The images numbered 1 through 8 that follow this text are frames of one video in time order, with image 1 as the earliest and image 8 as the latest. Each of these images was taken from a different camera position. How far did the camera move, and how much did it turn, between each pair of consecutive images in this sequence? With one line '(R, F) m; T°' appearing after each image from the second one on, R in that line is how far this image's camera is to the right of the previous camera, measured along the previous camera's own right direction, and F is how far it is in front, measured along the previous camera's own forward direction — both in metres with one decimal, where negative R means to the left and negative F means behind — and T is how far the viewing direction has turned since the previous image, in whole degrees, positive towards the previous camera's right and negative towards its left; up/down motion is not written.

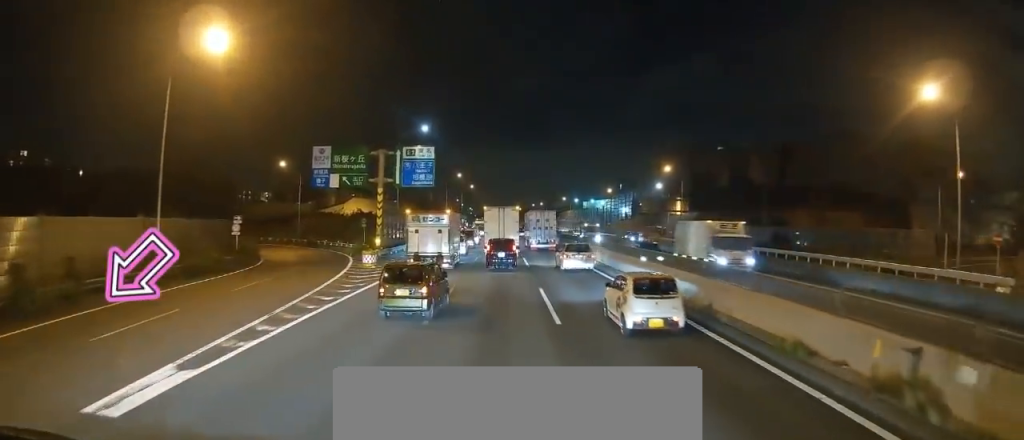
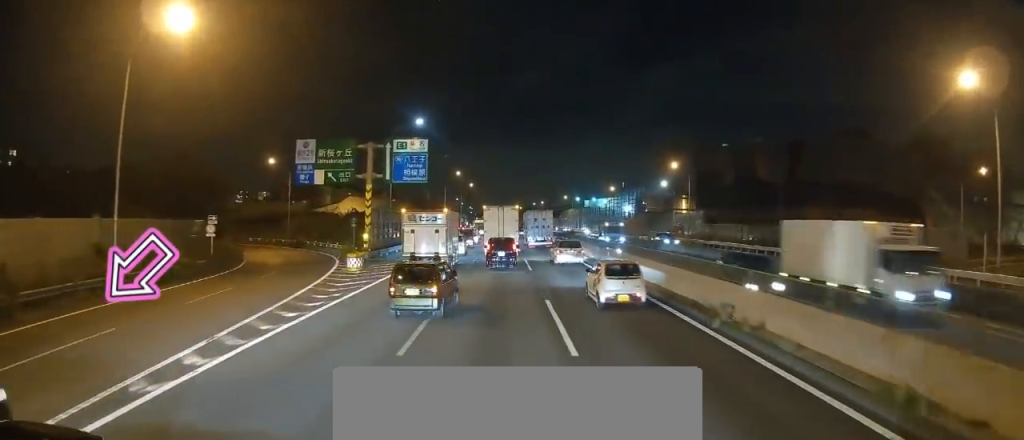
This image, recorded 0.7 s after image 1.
(-0.1, +3.9) m; 0°
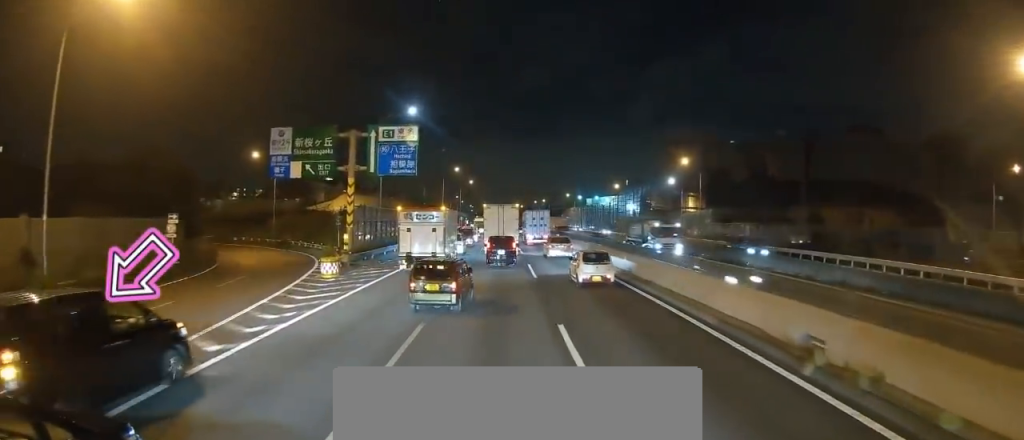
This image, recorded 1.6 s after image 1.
(-0.1, +5.1) m; +1°
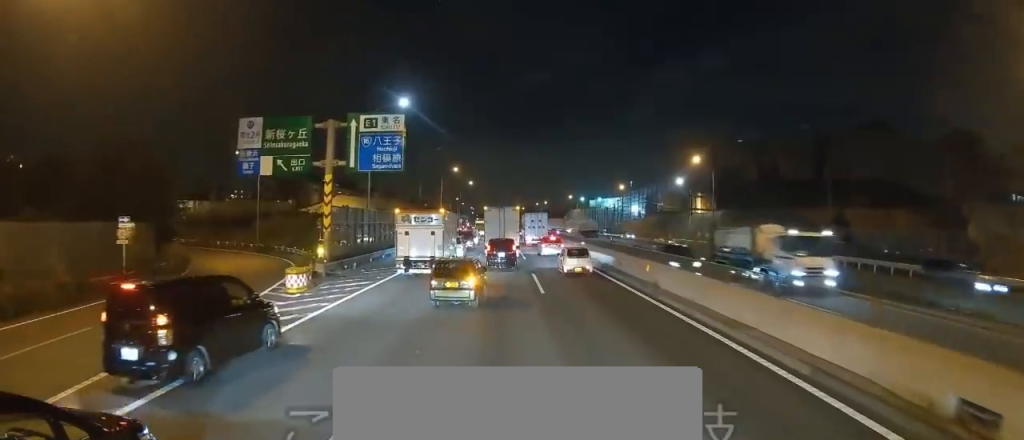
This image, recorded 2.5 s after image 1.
(+0.2, +5.1) m; 0°
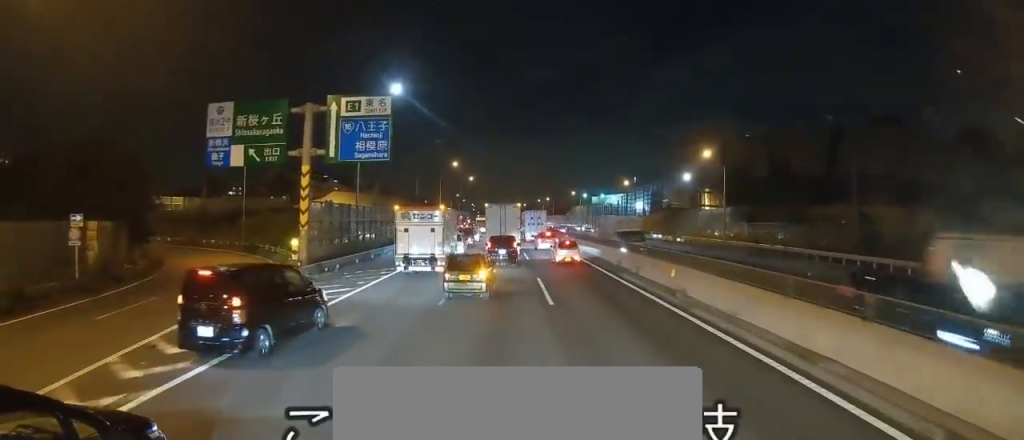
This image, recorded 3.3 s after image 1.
(-0.2, +4.1) m; -3°
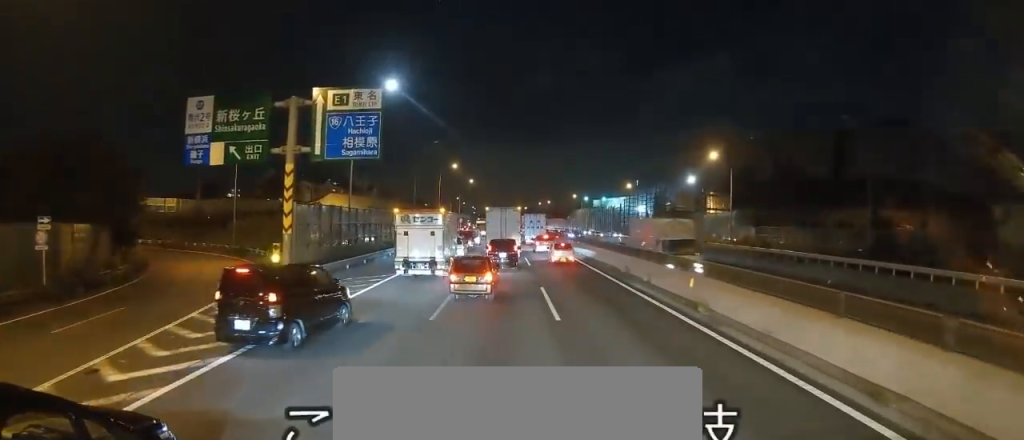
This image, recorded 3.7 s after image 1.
(0.0, +2.4) m; +1°
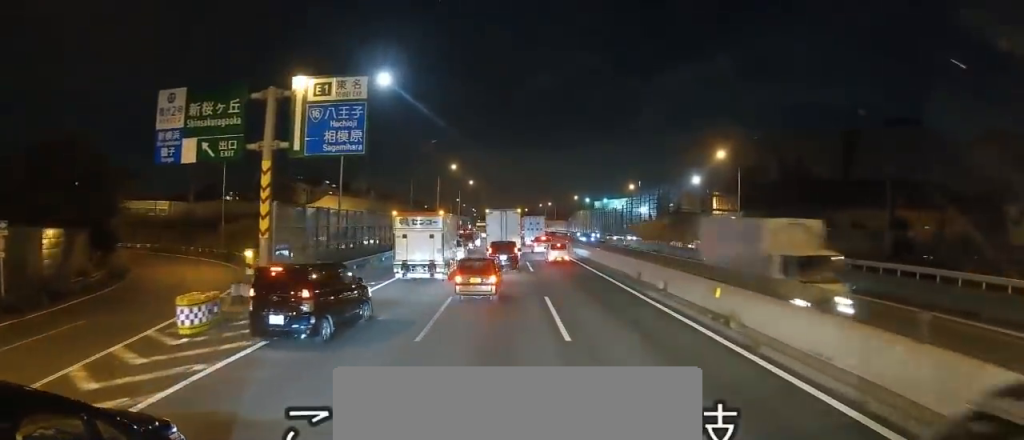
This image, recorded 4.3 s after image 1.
(-0.1, +2.7) m; +2°
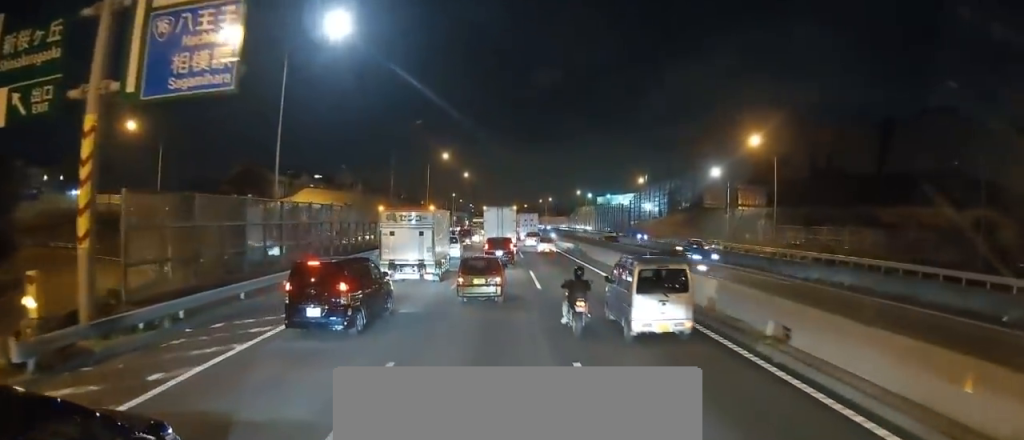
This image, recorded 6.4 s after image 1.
(+0.2, +10.8) m; -2°
